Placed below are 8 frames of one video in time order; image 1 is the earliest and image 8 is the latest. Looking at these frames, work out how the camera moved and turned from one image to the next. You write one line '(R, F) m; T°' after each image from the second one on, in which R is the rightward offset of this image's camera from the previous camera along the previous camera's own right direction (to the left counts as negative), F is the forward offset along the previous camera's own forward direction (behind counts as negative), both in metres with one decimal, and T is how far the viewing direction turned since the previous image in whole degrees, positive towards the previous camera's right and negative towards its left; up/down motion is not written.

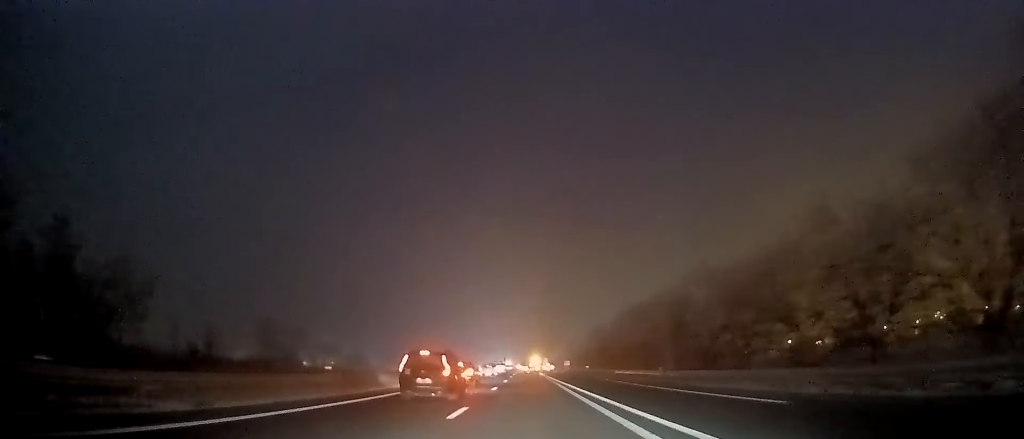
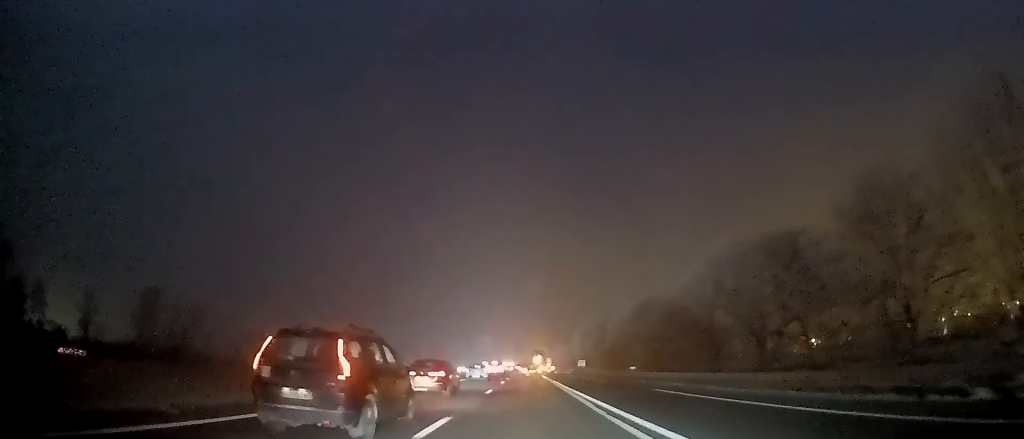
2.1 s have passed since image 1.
(0.0, +29.2) m; 0°
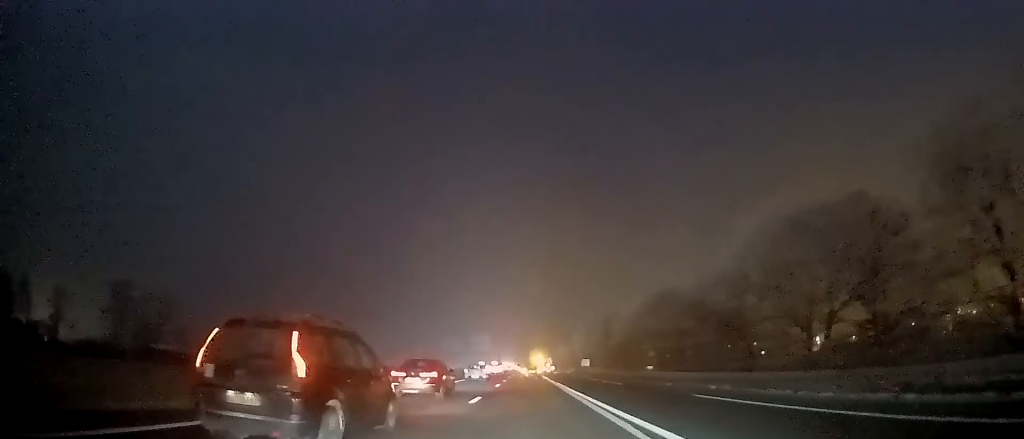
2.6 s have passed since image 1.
(0.0, +5.6) m; 0°
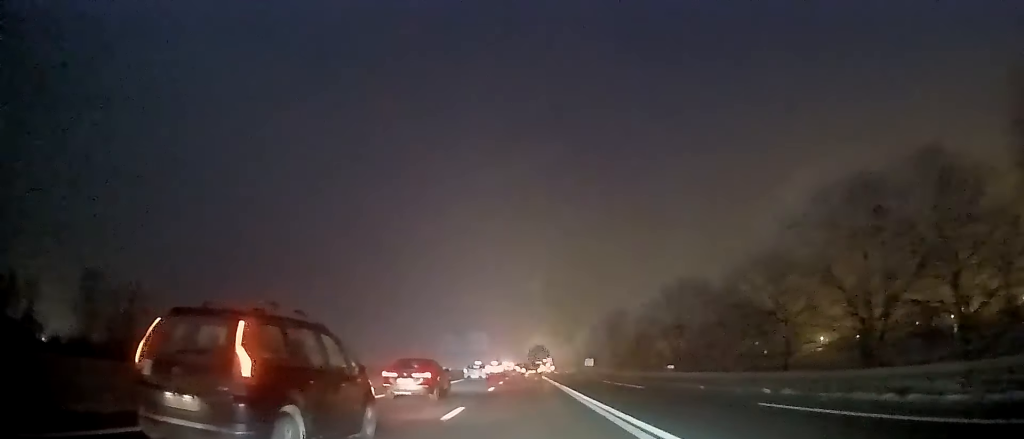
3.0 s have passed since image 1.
(0.0, +4.8) m; 0°
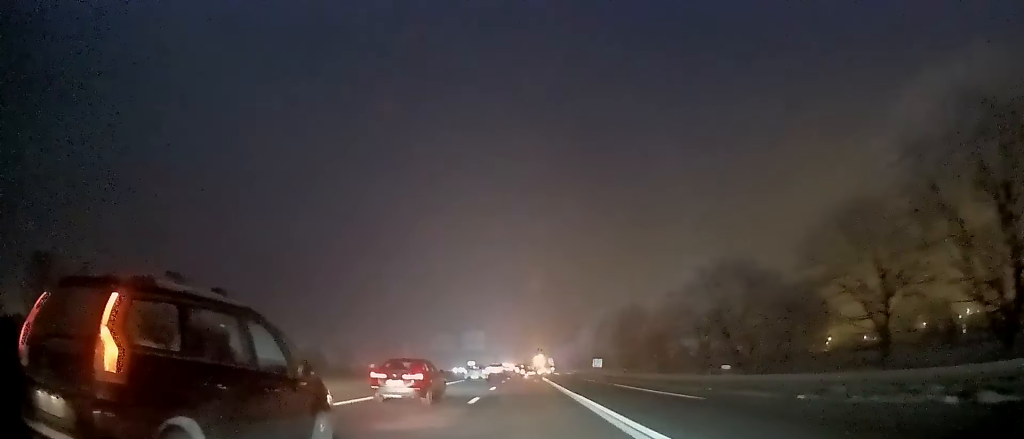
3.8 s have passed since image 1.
(0.0, +8.4) m; 0°
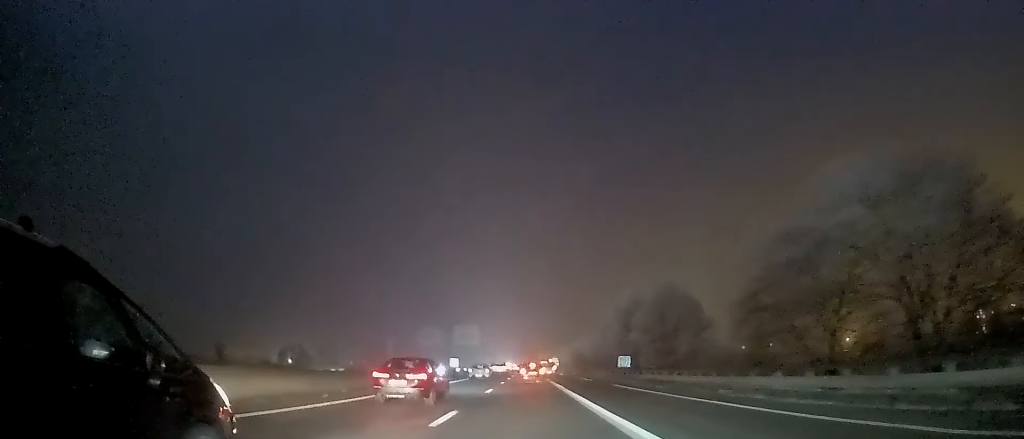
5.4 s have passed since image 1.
(0.0, +15.7) m; 0°
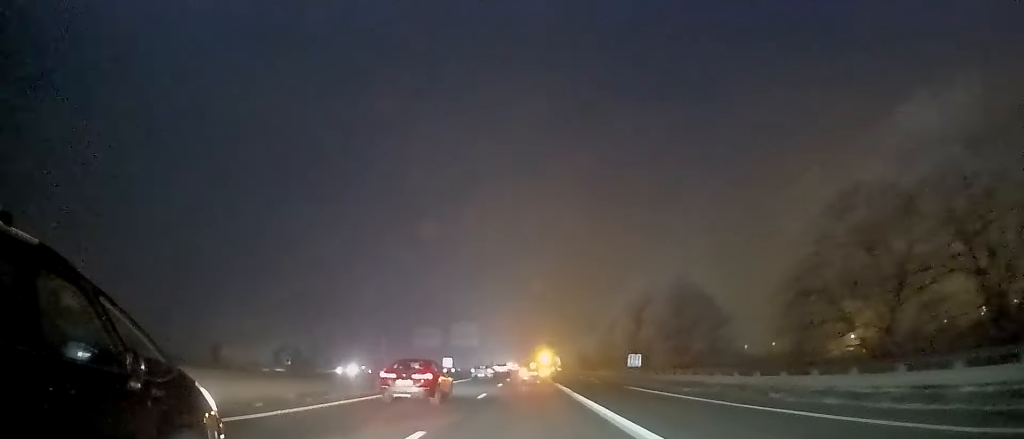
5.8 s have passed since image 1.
(0.0, +3.8) m; 0°
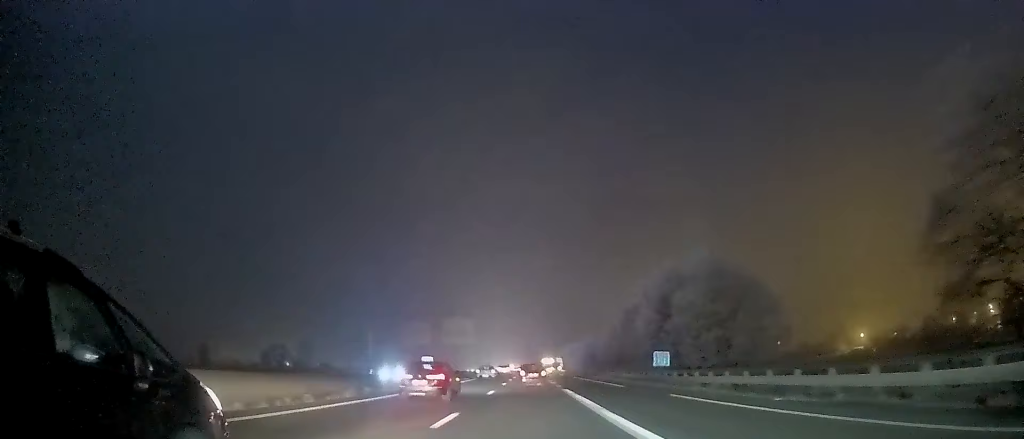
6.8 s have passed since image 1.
(0.0, +7.9) m; 0°
